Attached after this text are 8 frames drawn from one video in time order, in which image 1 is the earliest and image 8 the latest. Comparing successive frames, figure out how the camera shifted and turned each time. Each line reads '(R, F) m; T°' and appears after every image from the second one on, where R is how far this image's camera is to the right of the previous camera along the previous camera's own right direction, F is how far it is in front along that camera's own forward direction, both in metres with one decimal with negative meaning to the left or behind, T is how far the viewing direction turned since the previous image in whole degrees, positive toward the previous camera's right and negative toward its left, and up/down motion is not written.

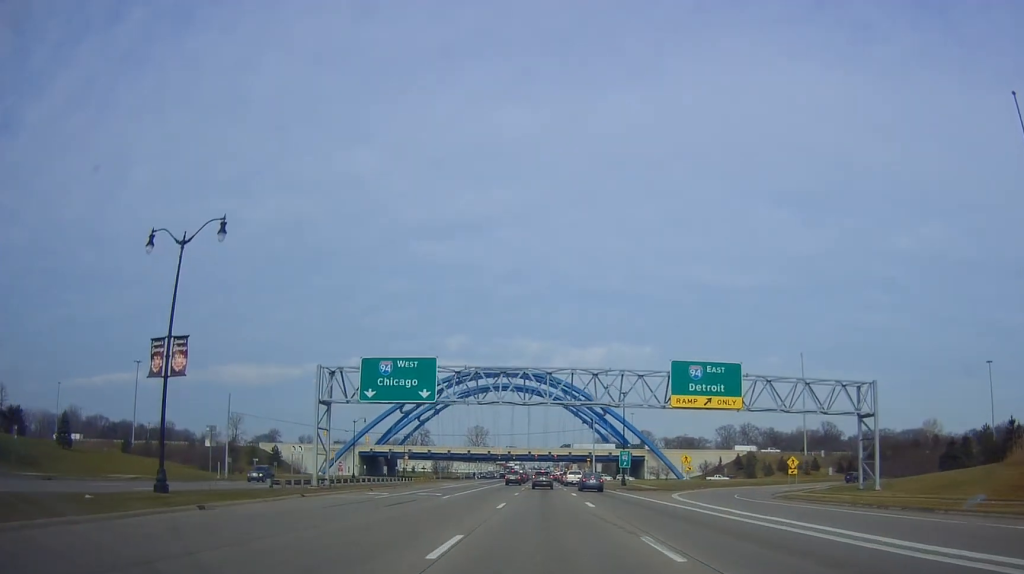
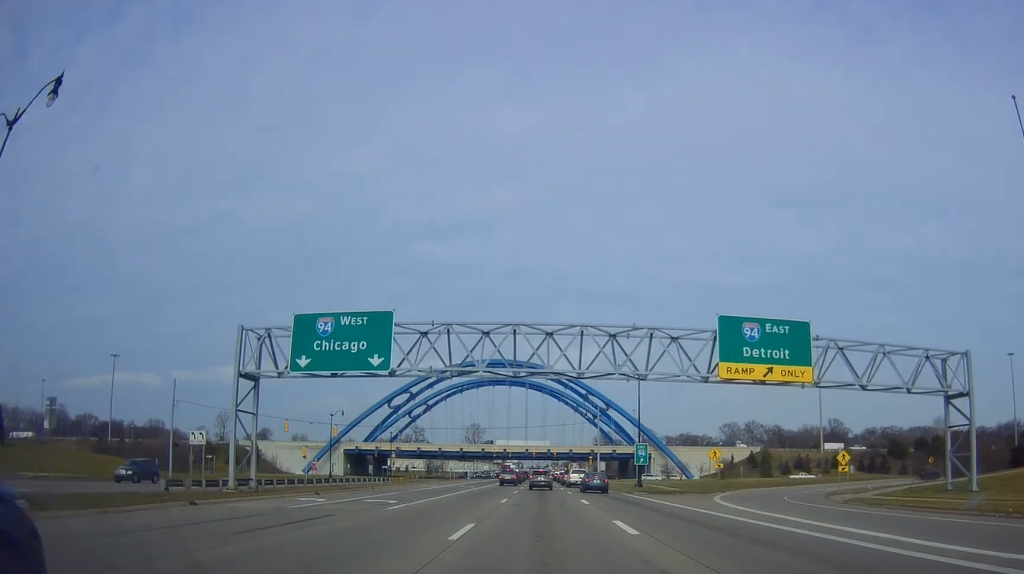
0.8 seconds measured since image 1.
(0.0, +12.6) m; 0°
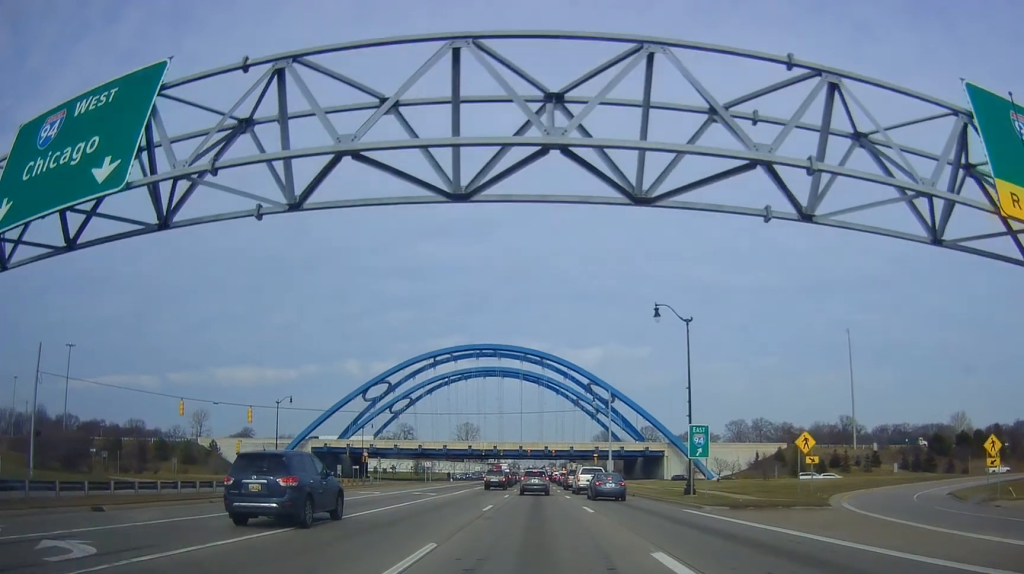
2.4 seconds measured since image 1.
(0.0, +21.5) m; 0°
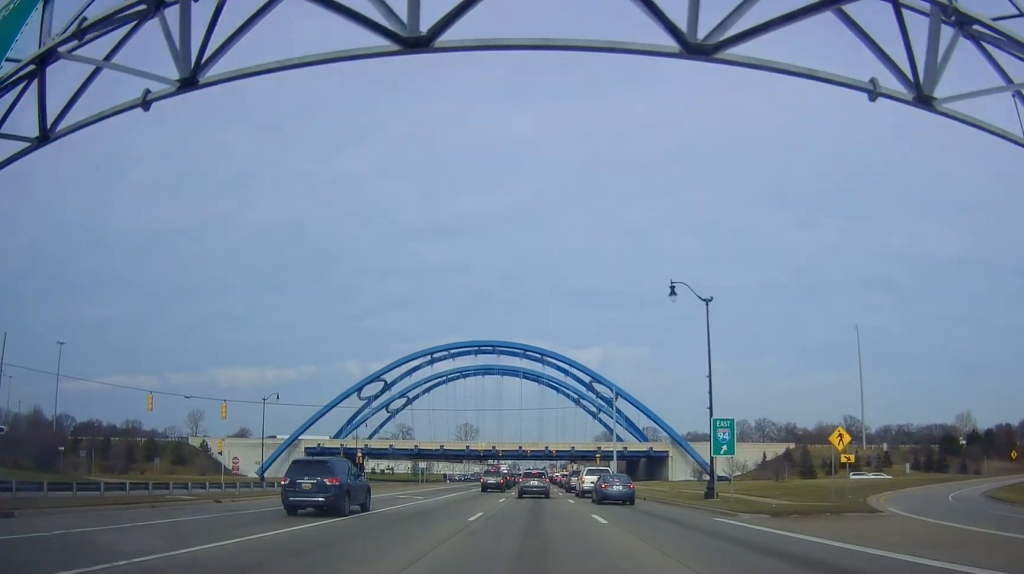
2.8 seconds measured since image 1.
(0.0, +4.7) m; 0°
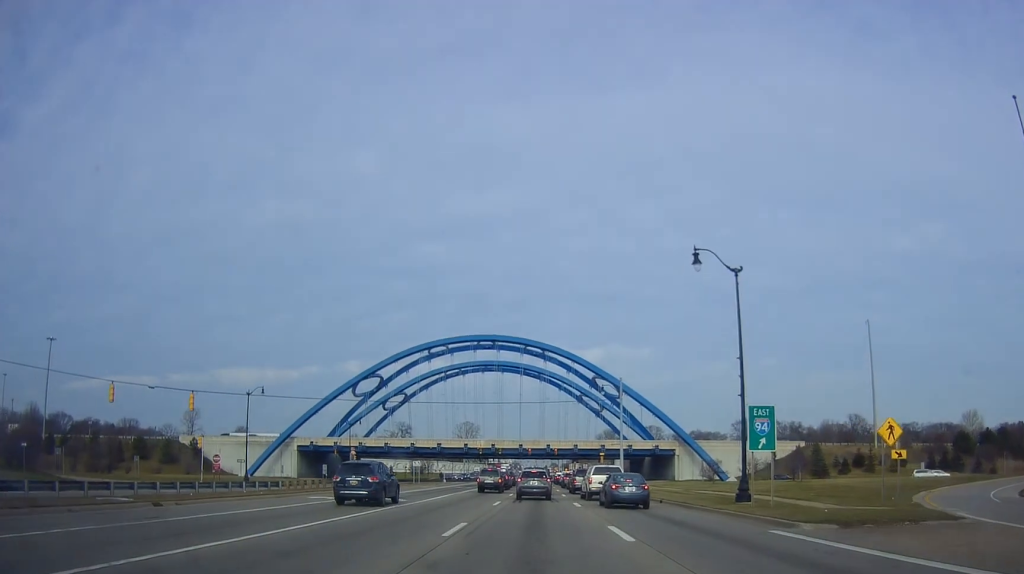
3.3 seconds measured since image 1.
(0.0, +5.0) m; 0°
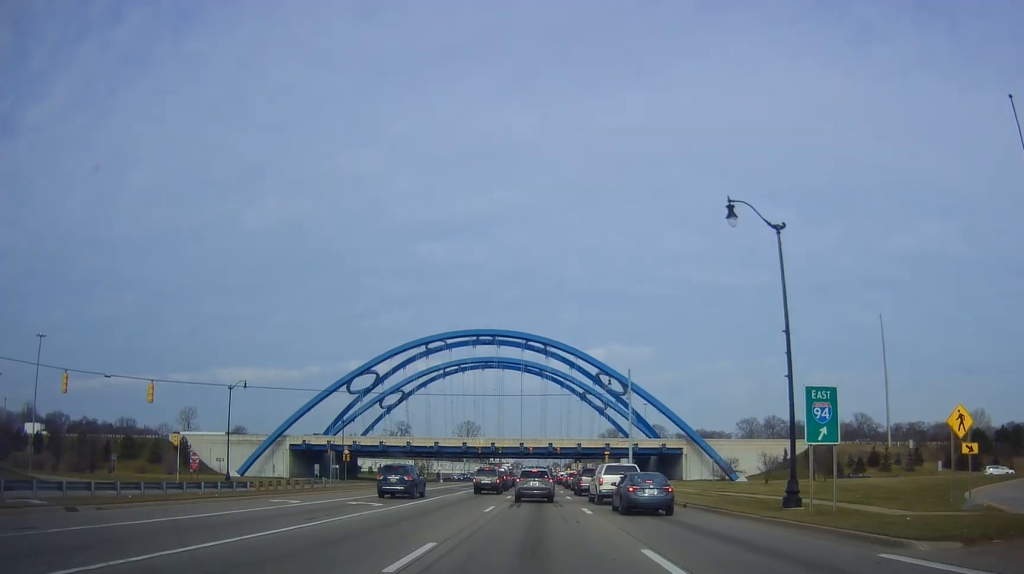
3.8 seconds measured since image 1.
(0.0, +5.5) m; 0°
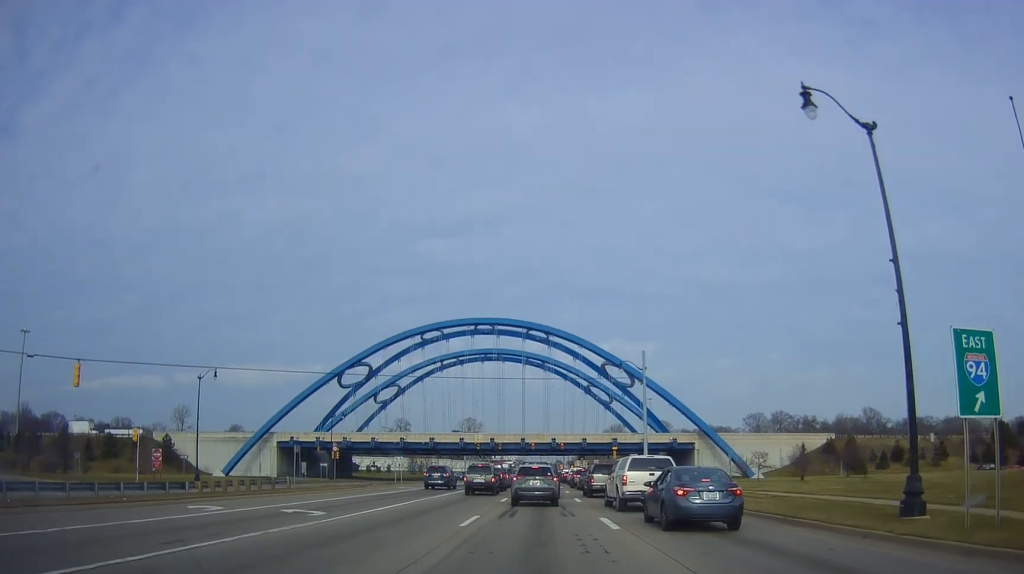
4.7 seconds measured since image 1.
(0.0, +7.9) m; 0°
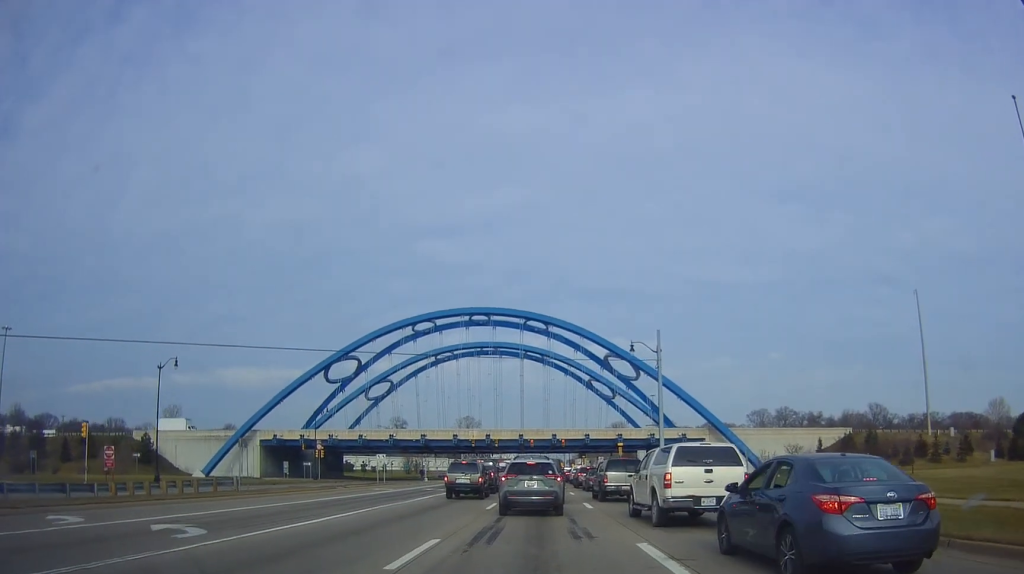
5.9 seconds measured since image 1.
(0.0, +7.7) m; -2°
